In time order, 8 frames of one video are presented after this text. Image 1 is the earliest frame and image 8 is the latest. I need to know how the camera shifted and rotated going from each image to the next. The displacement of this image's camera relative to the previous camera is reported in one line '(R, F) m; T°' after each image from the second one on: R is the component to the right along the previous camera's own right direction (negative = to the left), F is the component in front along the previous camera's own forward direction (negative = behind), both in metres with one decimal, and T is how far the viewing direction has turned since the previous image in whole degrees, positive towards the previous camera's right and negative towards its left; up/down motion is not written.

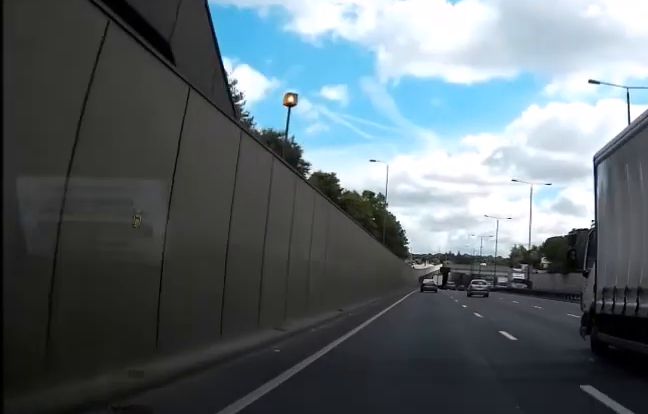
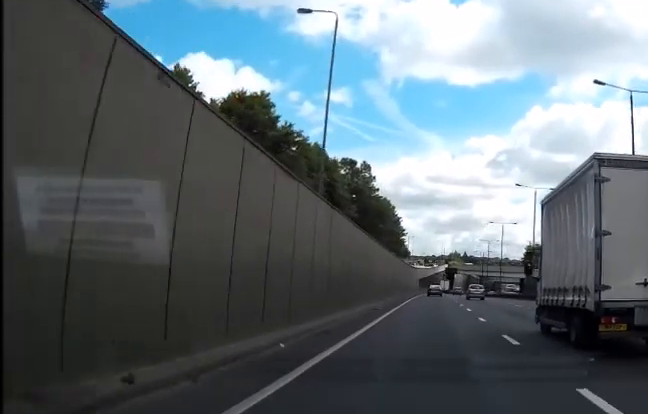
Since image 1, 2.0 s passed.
(0.0, +35.6) m; 0°
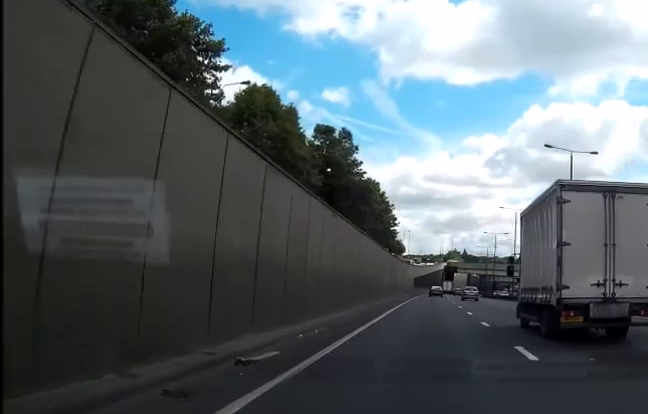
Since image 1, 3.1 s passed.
(+0.1, +19.8) m; +1°
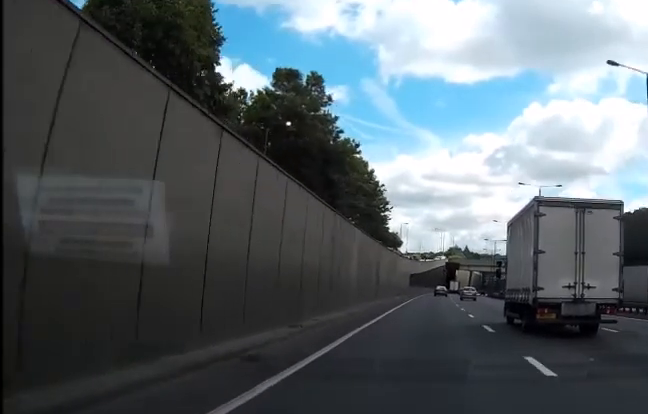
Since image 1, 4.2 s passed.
(+0.1, +19.3) m; 0°
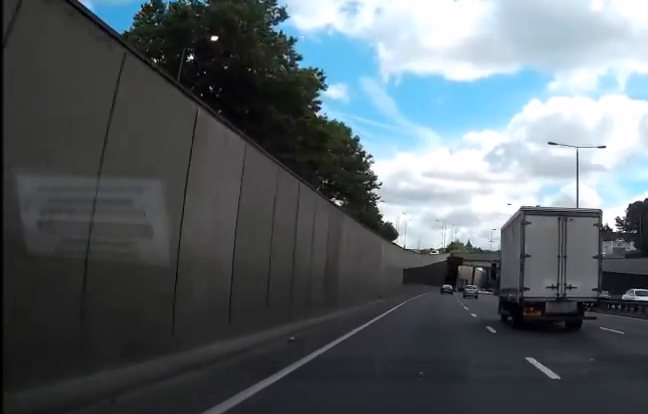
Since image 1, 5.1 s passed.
(0.0, +17.6) m; 0°
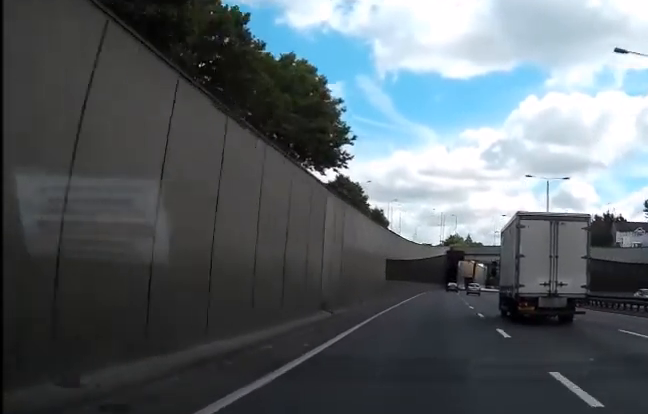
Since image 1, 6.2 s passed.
(0.0, +19.4) m; 0°
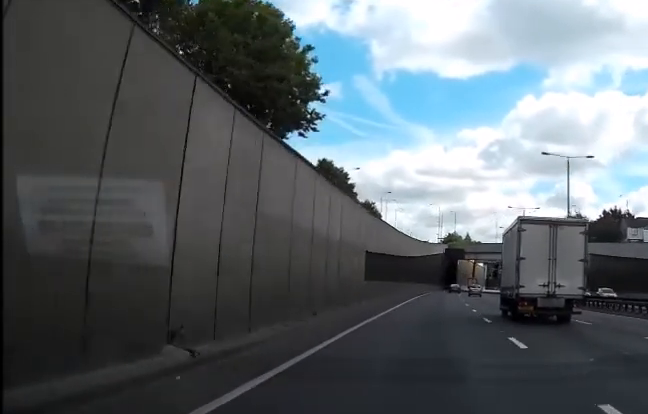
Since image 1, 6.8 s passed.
(0.0, +11.0) m; 0°
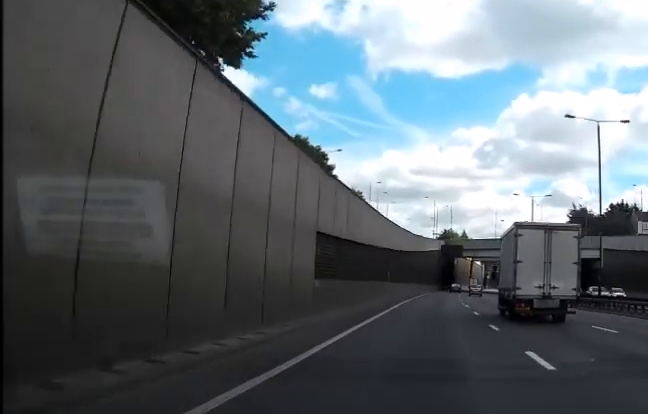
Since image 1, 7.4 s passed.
(0.0, +11.6) m; 0°
